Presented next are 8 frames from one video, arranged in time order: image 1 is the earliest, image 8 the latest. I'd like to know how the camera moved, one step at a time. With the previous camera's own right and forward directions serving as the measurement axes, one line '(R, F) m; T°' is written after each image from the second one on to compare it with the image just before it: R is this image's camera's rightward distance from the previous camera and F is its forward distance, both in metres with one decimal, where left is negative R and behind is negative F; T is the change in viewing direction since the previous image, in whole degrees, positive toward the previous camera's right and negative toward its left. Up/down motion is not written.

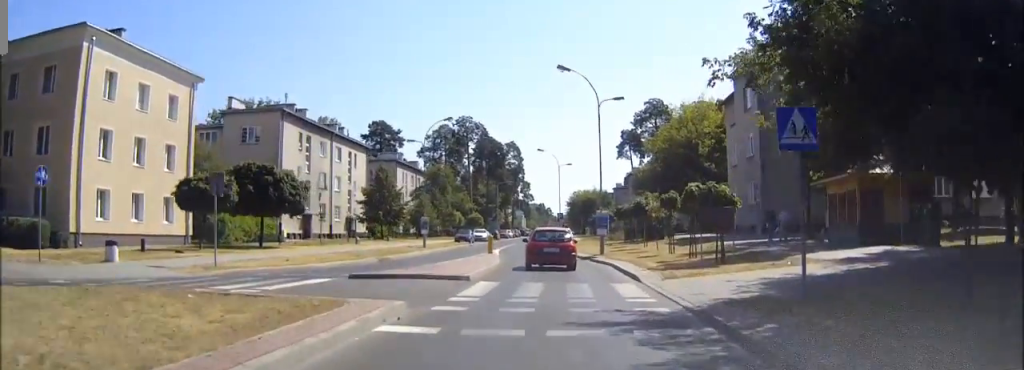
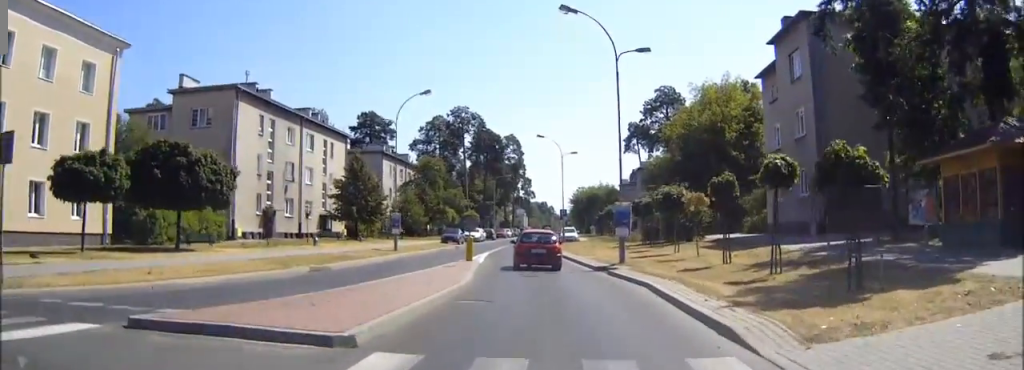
(-0.1, +10.2) m; 0°
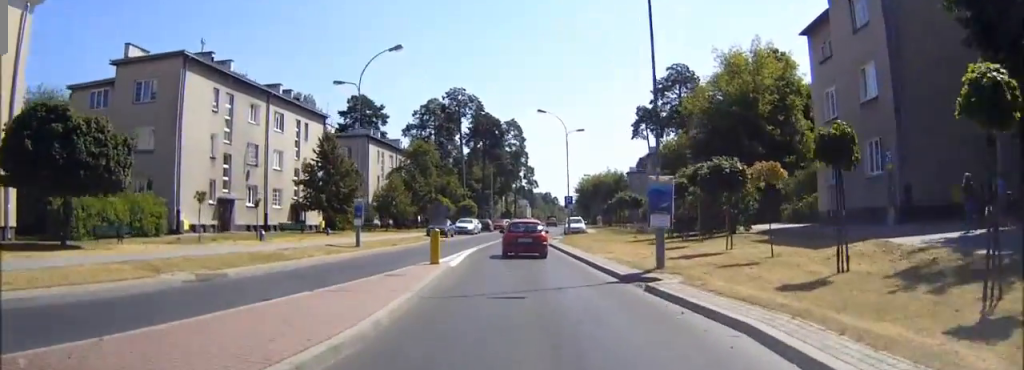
(0.0, +9.1) m; -1°
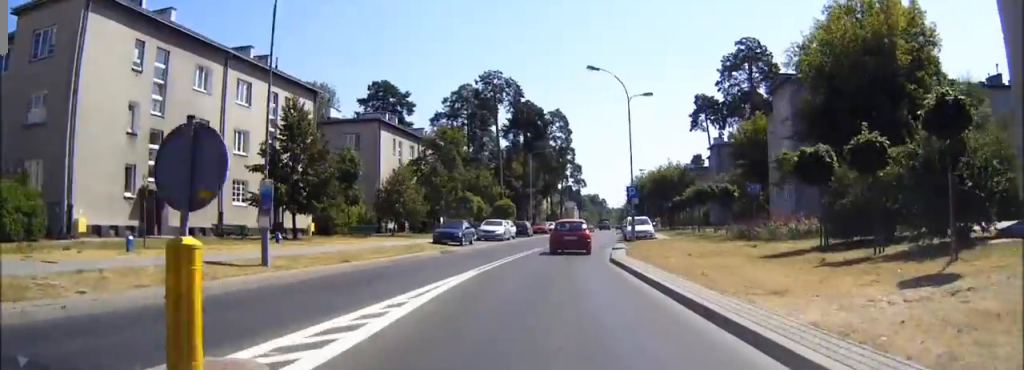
(-0.3, +15.9) m; -2°
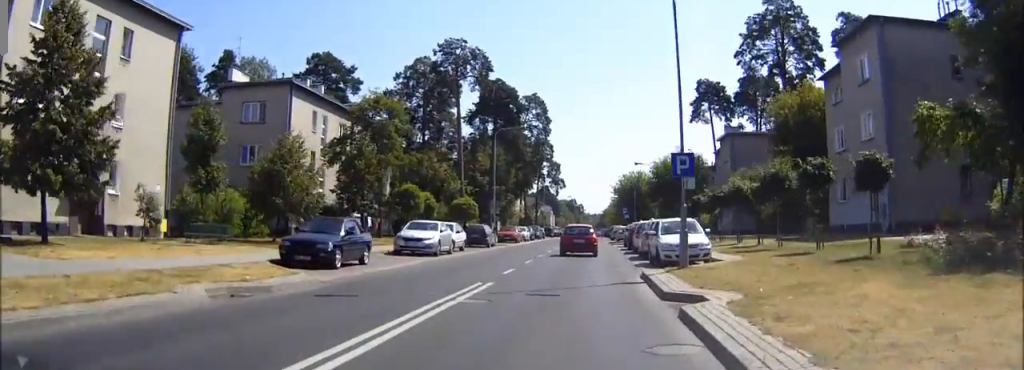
(0.0, +20.1) m; +1°
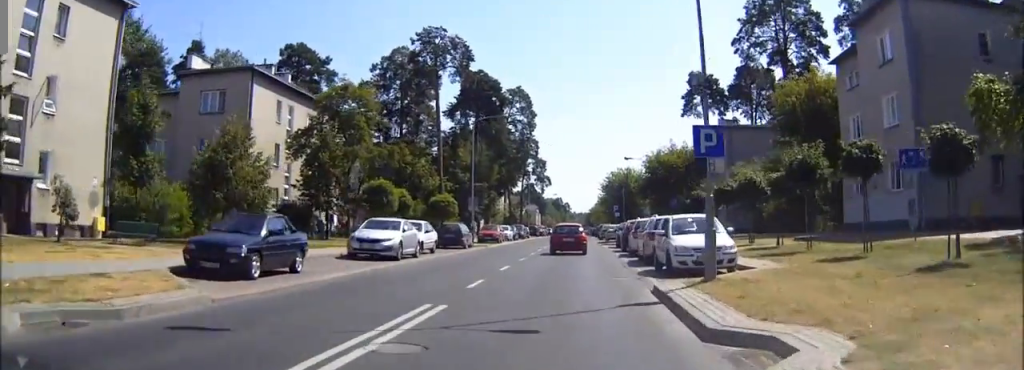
(0.0, +4.8) m; +1°
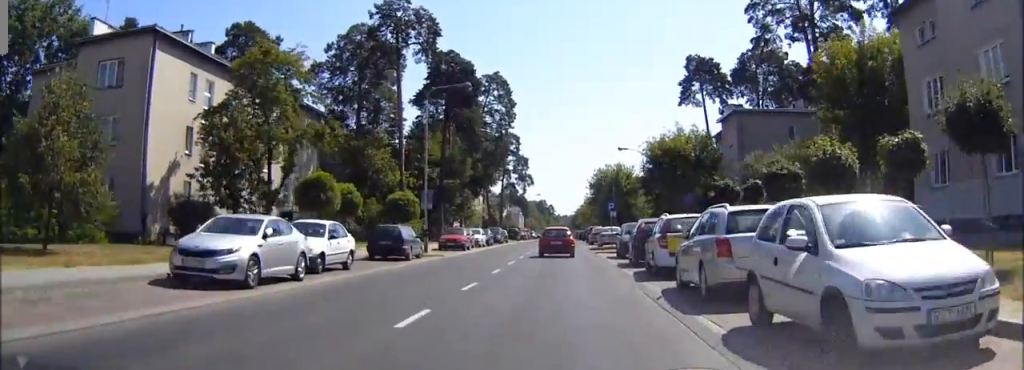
(+0.1, +11.4) m; +1°
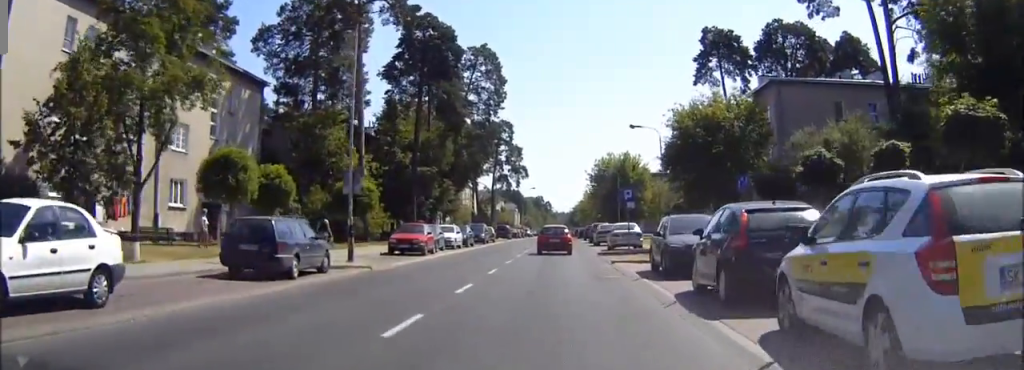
(+0.1, +12.8) m; +1°
